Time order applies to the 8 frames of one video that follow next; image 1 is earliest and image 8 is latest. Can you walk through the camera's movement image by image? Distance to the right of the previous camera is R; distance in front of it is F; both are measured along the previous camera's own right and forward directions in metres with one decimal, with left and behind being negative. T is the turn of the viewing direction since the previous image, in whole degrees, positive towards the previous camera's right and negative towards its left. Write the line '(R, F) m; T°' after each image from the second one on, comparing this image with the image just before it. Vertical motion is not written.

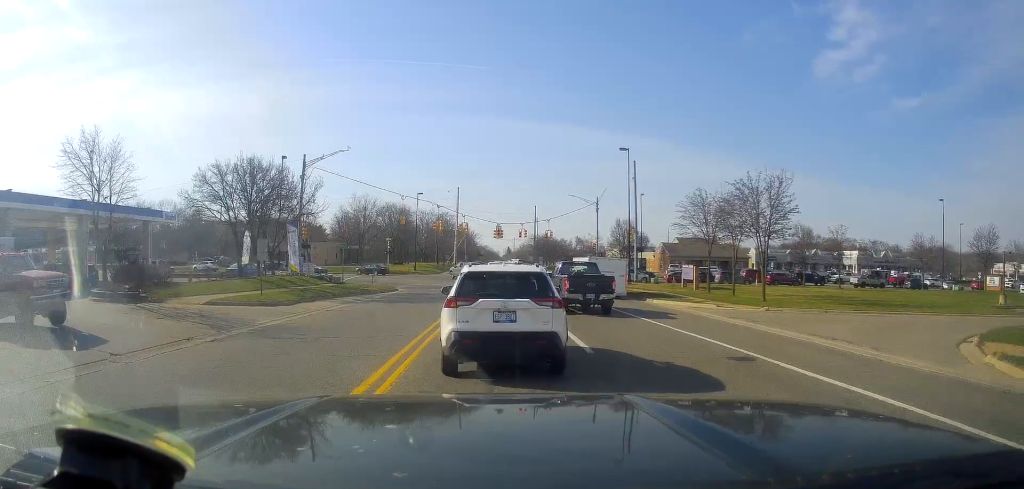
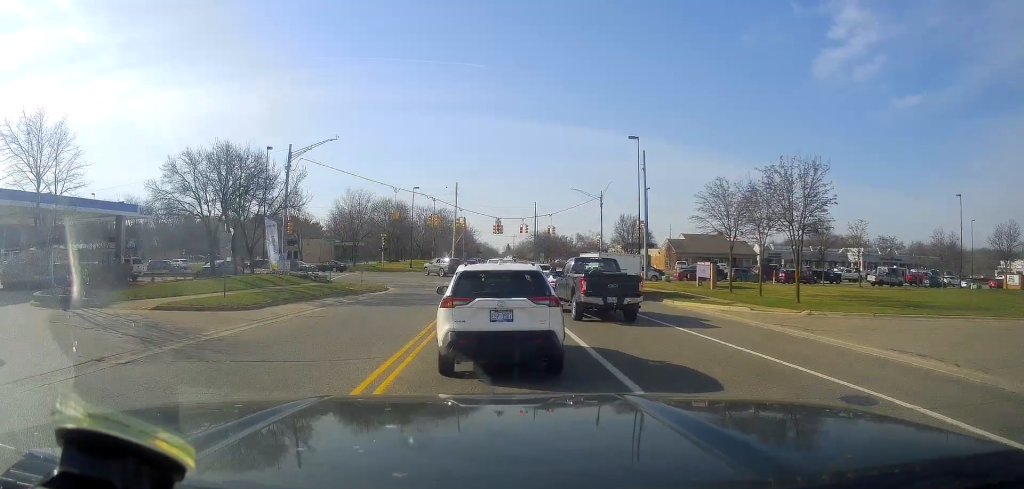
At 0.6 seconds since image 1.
(0.0, +4.1) m; +2°
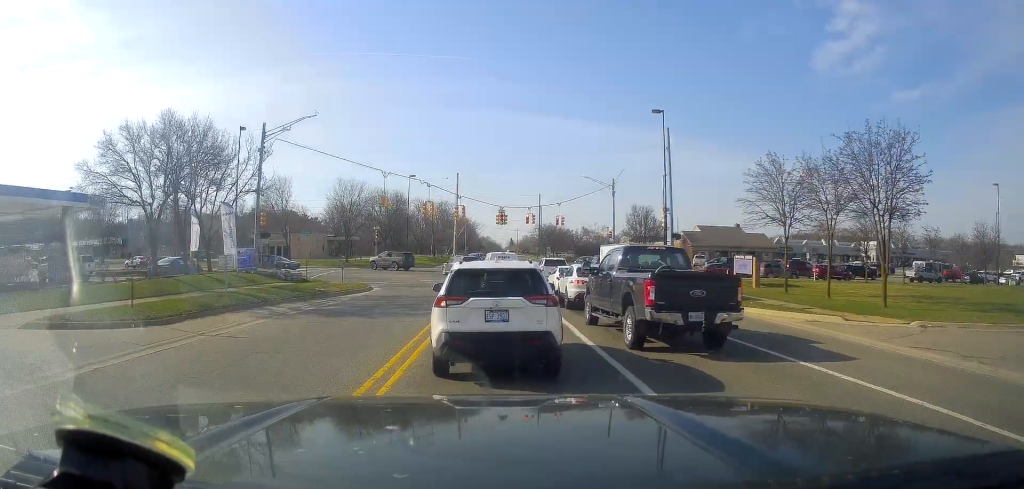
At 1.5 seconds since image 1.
(+0.6, +7.5) m; +4°
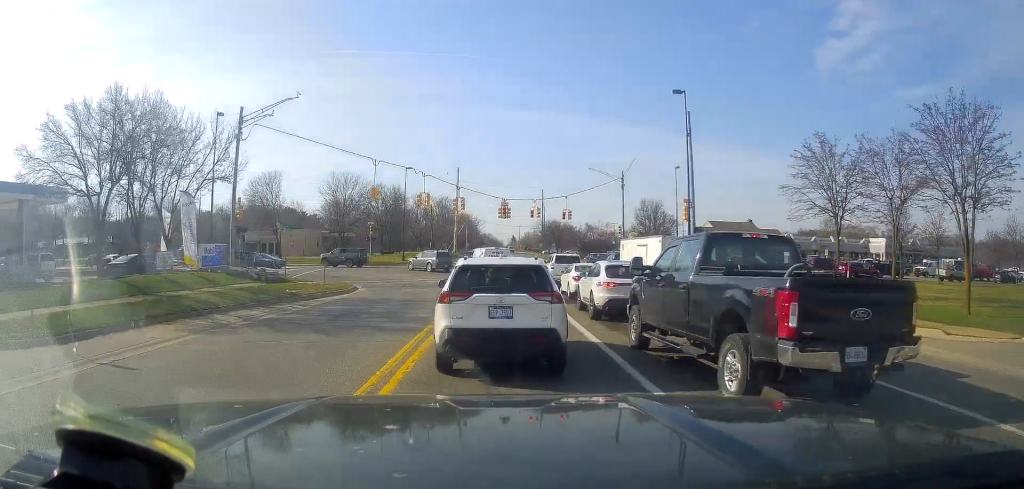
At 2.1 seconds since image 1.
(+0.1, +5.3) m; -2°
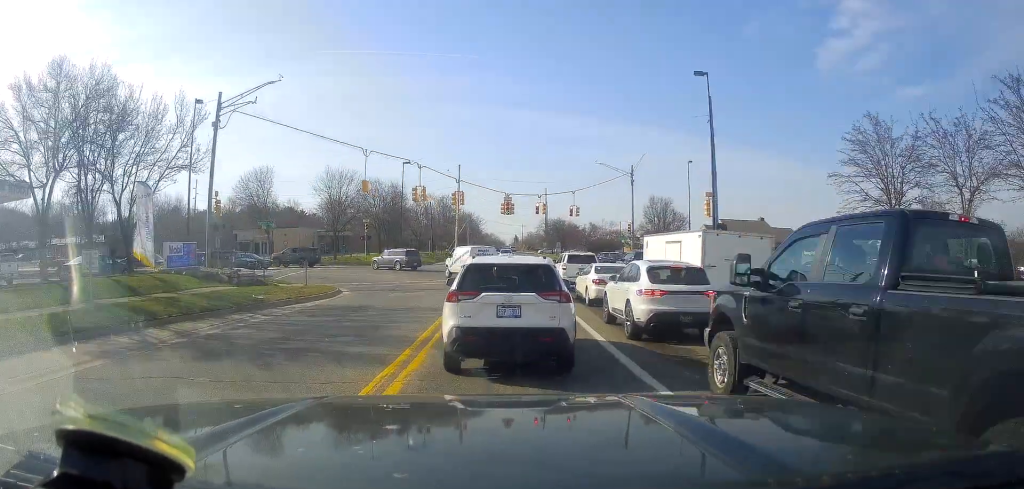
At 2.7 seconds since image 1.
(-0.1, +4.4) m; 0°
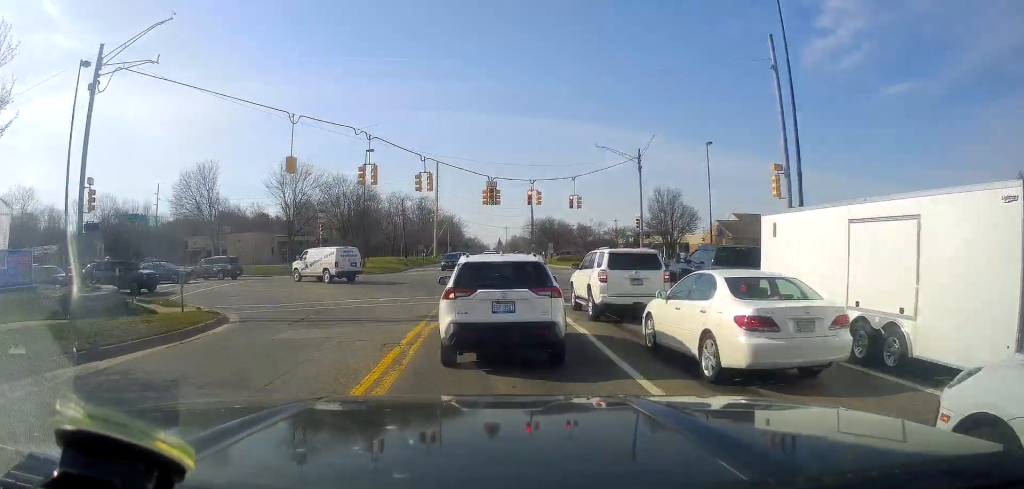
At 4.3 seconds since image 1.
(+0.1, +13.2) m; +3°
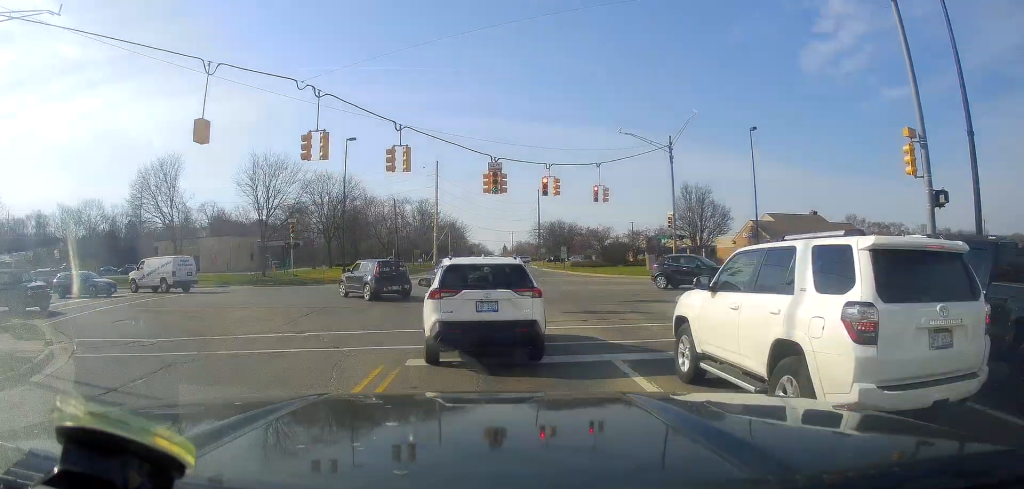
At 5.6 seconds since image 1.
(0.0, +11.0) m; -2°
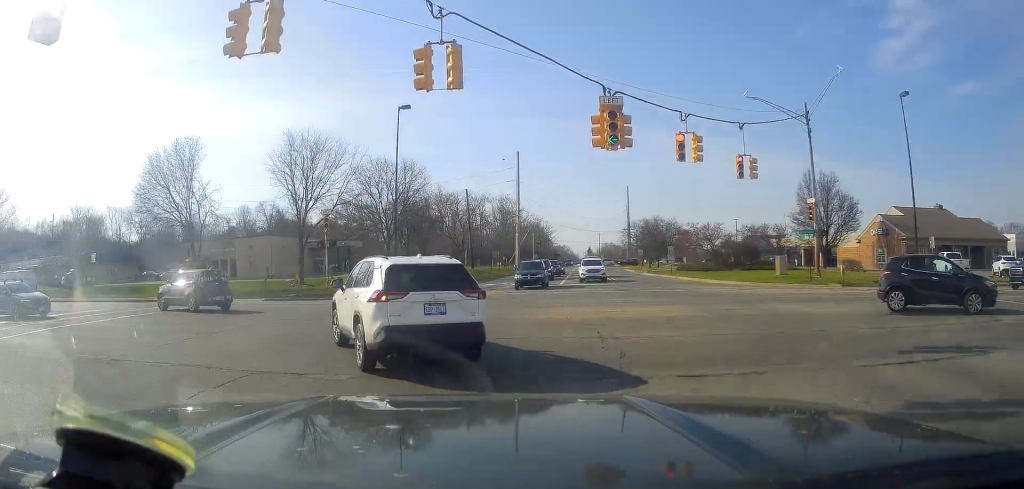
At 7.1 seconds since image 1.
(-1.0, +12.4) m; -12°
